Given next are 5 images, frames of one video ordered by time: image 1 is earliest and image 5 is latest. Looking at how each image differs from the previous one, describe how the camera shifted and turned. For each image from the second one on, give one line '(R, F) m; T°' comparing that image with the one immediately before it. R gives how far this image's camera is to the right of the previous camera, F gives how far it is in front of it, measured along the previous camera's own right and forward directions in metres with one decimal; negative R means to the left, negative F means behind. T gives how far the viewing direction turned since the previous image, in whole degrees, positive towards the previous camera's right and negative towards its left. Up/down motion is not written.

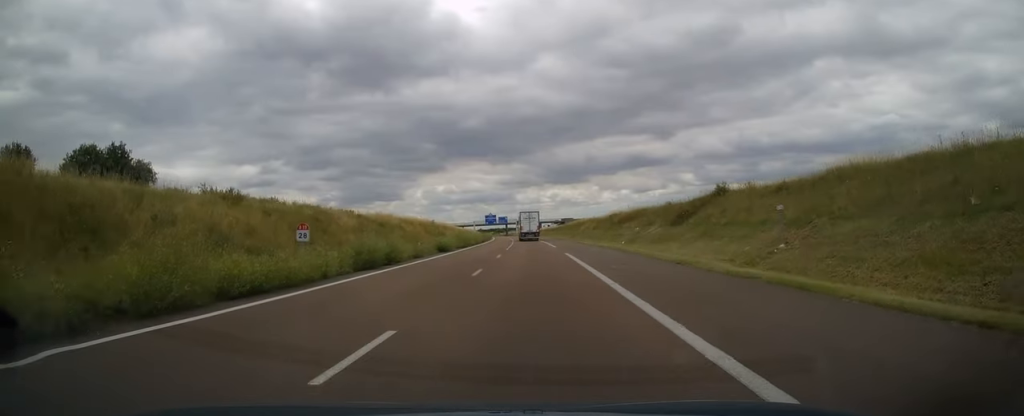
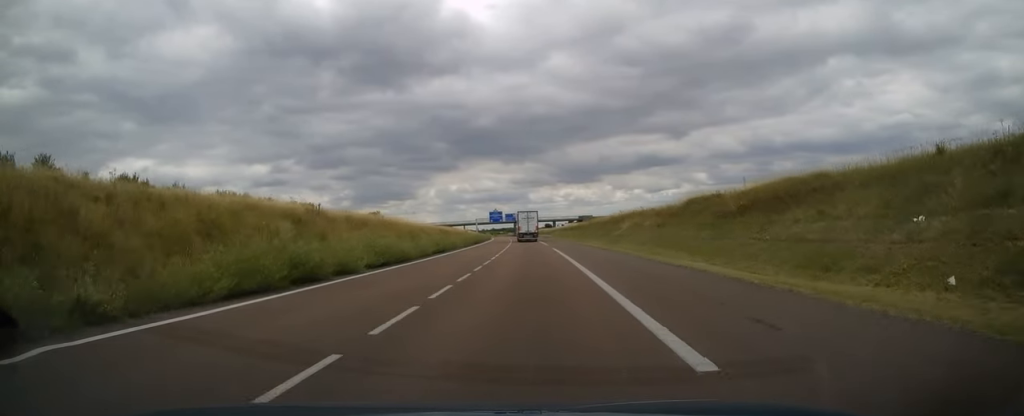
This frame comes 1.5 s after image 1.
(-0.3, +40.9) m; -1°
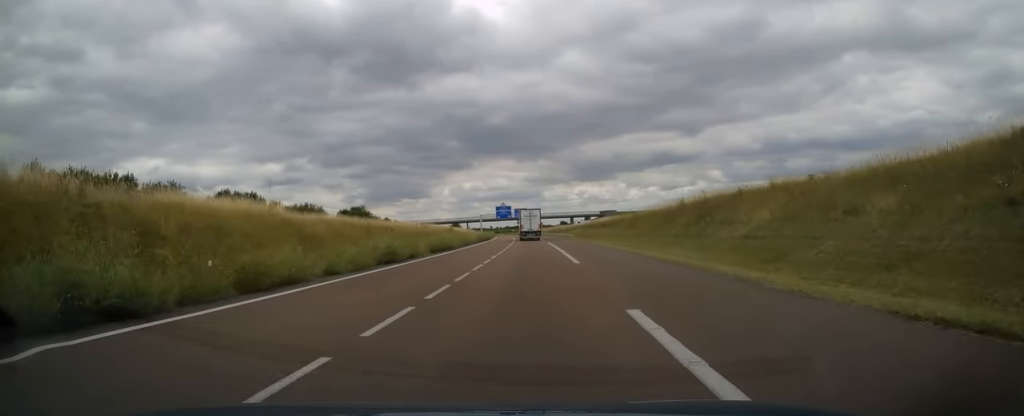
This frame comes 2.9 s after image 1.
(-0.2, +35.0) m; -1°
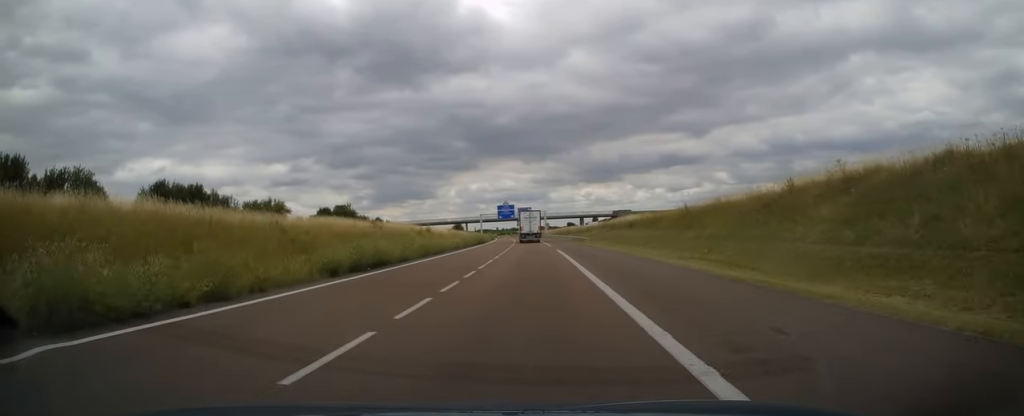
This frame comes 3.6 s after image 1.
(-0.1, +19.9) m; -1°
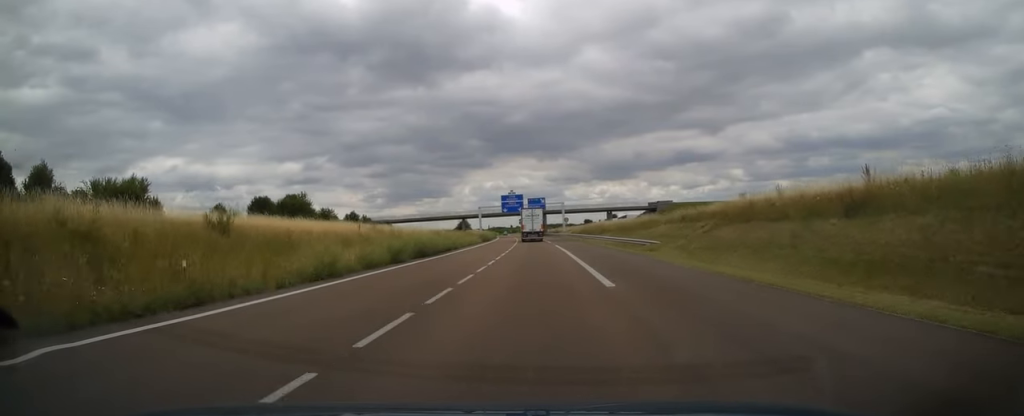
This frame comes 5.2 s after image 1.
(-0.8, +41.7) m; -2°
